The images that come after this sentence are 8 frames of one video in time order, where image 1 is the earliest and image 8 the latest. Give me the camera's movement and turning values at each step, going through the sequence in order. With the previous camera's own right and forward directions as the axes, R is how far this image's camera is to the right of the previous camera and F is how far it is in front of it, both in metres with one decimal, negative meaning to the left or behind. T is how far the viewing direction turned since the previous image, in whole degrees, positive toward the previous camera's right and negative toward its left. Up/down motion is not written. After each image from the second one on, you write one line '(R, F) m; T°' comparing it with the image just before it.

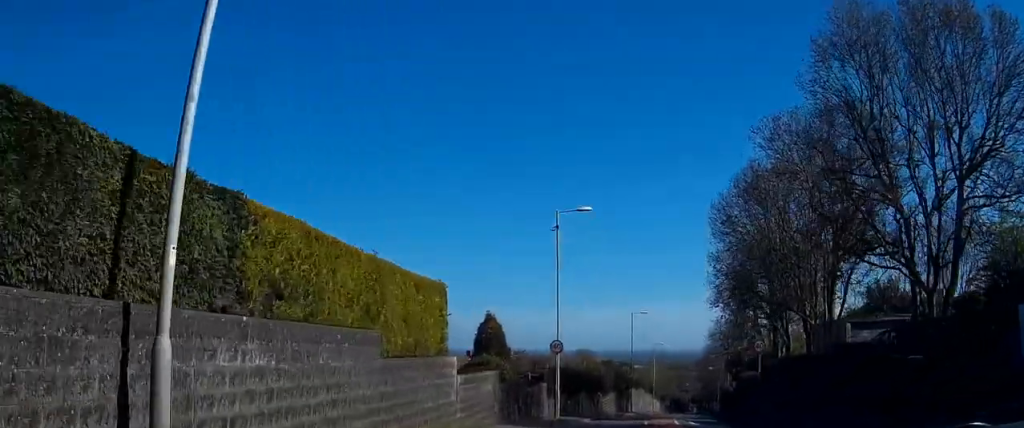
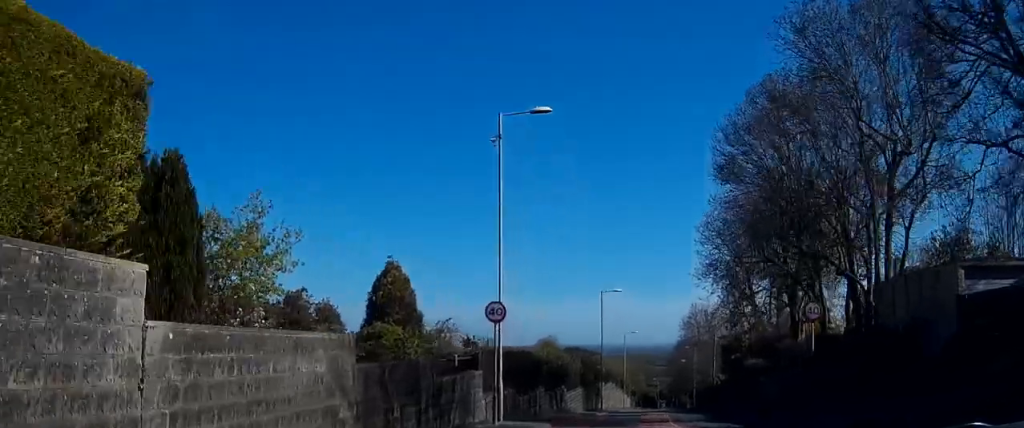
(+0.3, +12.4) m; +3°
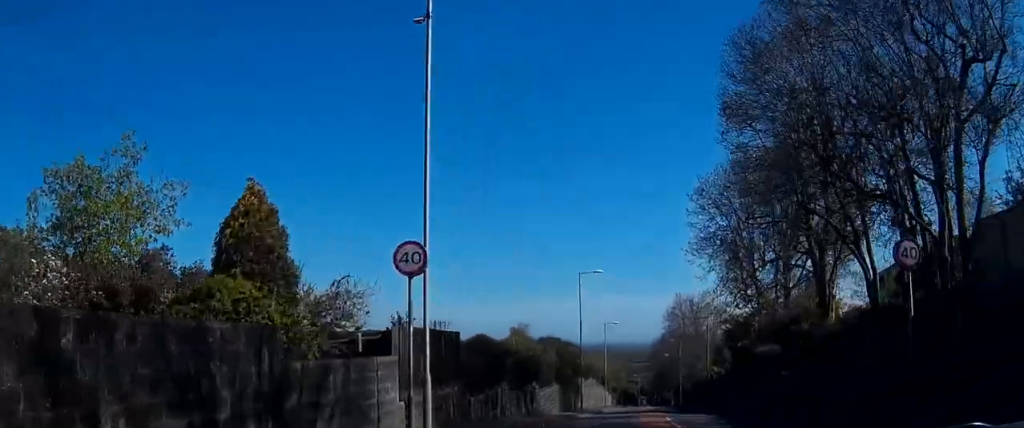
(+0.2, +8.9) m; +2°
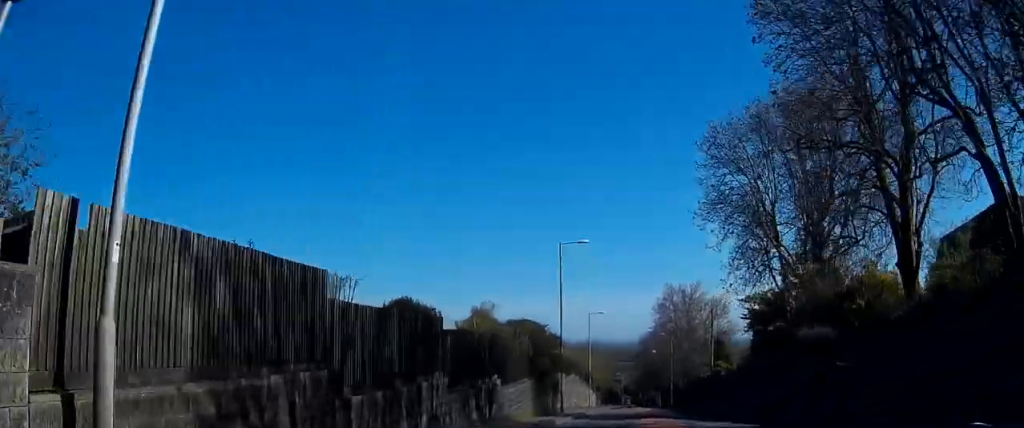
(+0.3, +10.2) m; +2°
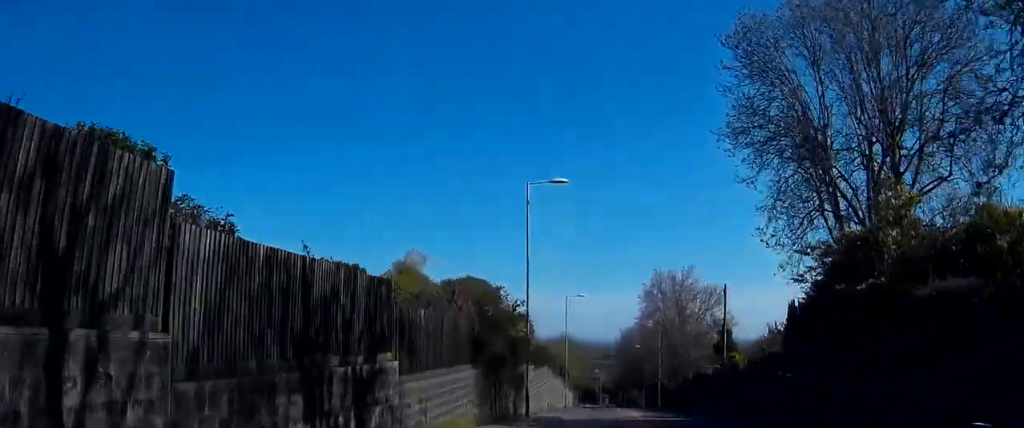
(+0.2, +12.6) m; +1°
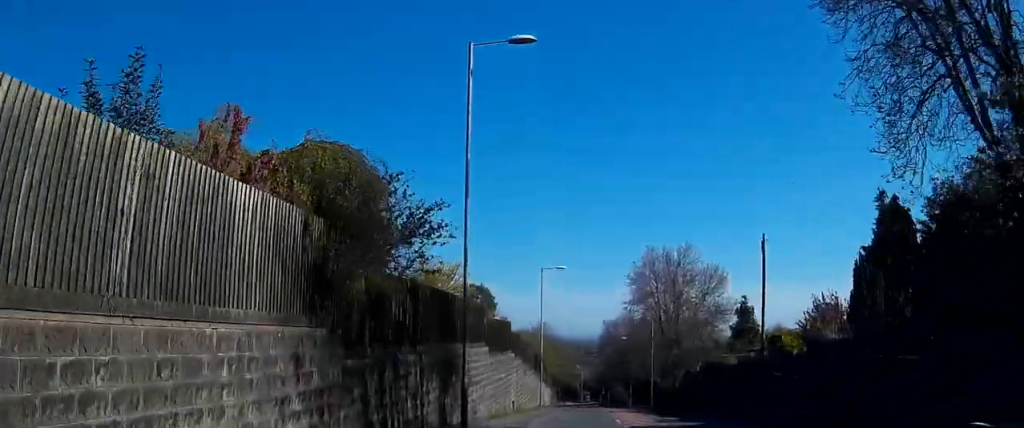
(+0.2, +13.5) m; +1°
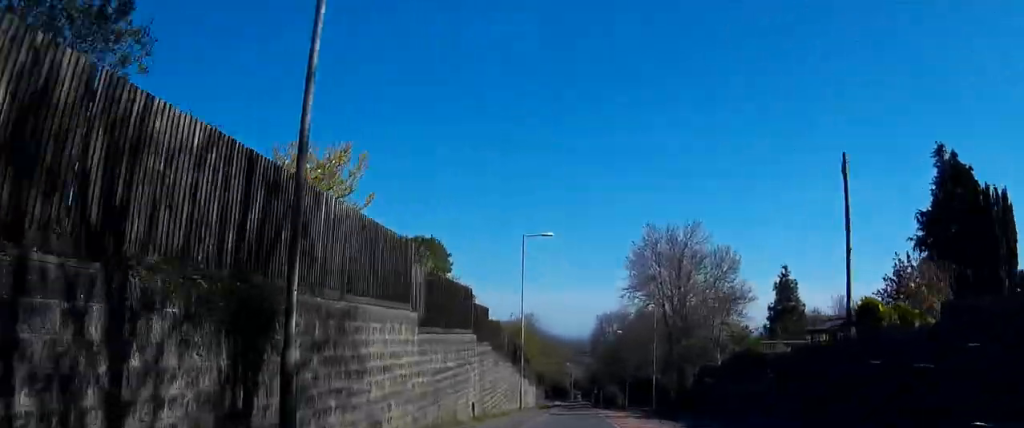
(0.0, +10.7) m; 0°
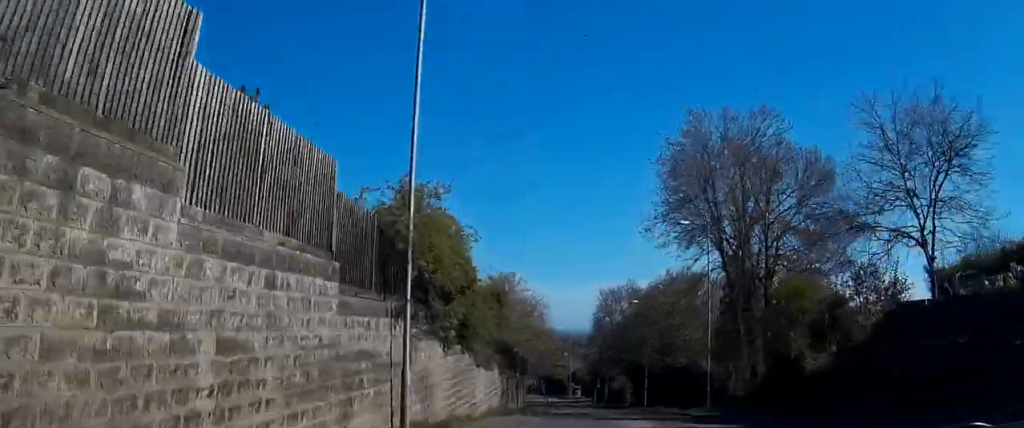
(-0.4, +29.4) m; -2°
